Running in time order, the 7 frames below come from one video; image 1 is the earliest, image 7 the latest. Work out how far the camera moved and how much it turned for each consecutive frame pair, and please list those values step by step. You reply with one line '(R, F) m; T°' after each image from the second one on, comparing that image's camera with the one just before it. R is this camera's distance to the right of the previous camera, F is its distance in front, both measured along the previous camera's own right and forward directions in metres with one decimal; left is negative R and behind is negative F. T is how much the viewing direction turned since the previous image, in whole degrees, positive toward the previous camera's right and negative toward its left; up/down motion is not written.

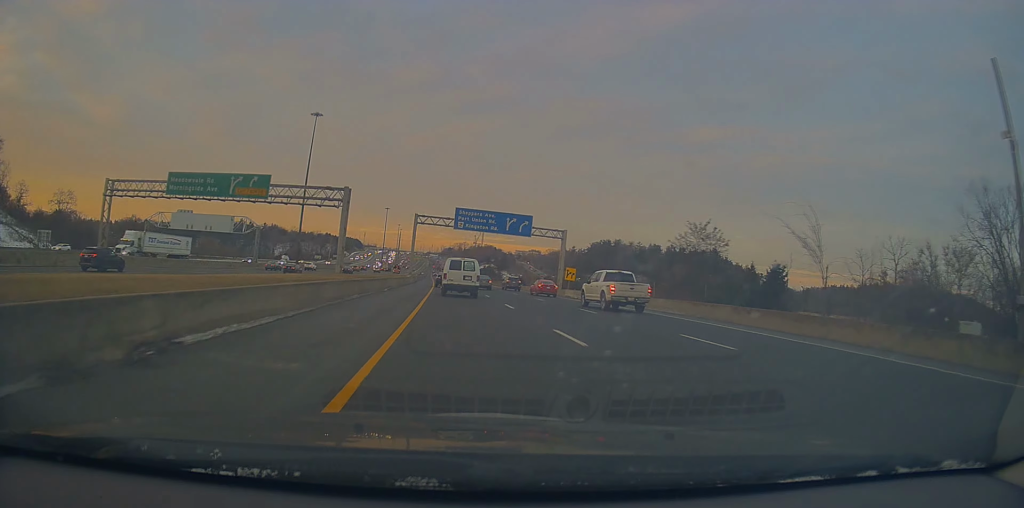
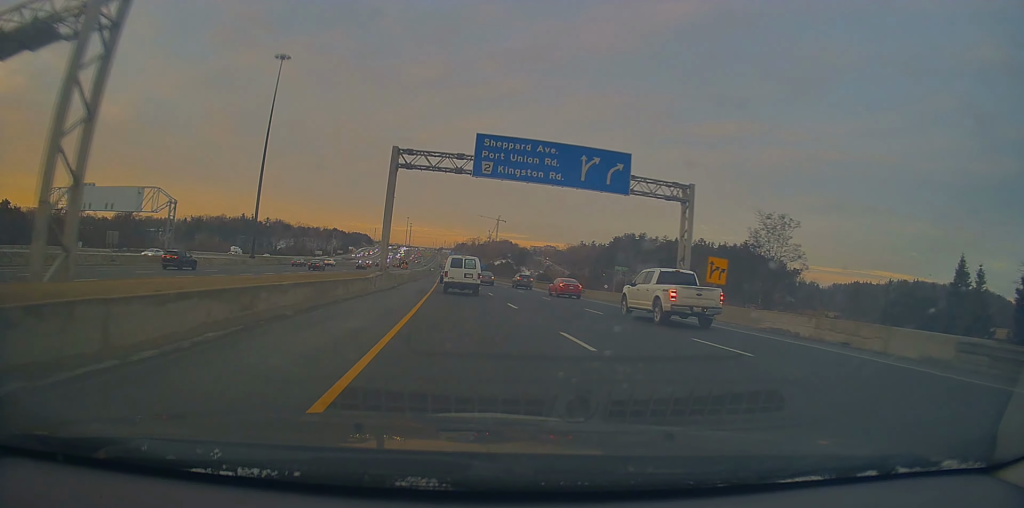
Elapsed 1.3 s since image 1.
(-0.6, +36.3) m; -2°
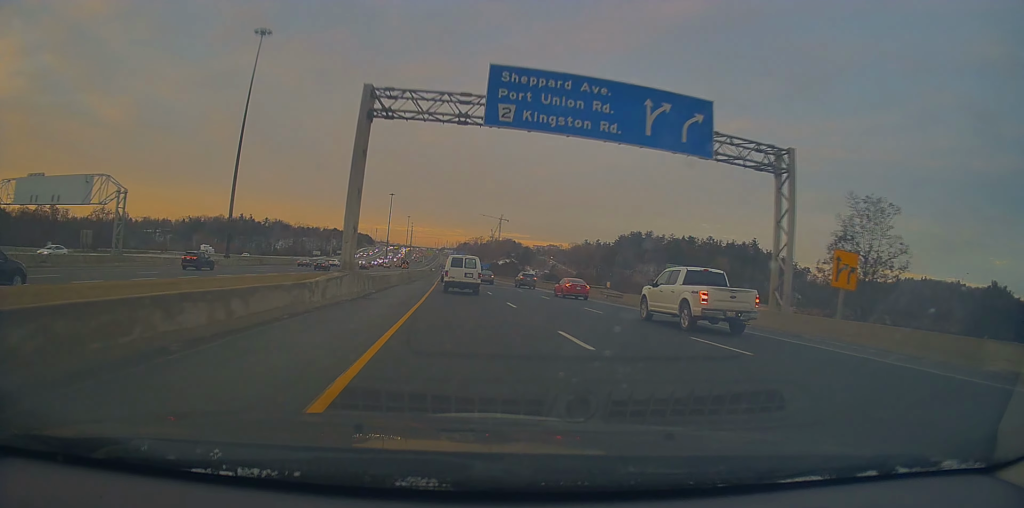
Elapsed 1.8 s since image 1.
(-0.2, +11.9) m; 0°
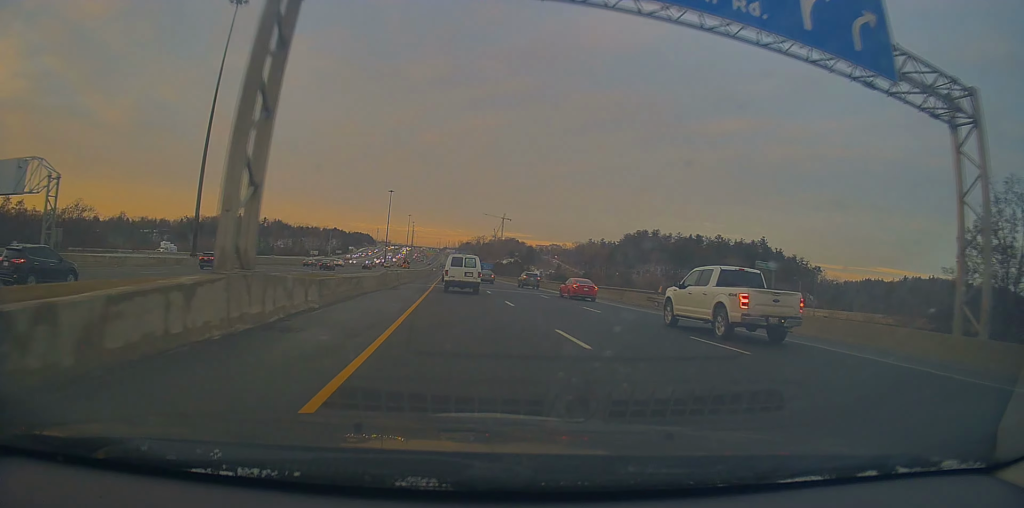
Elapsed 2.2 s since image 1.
(-0.1, +12.0) m; 0°
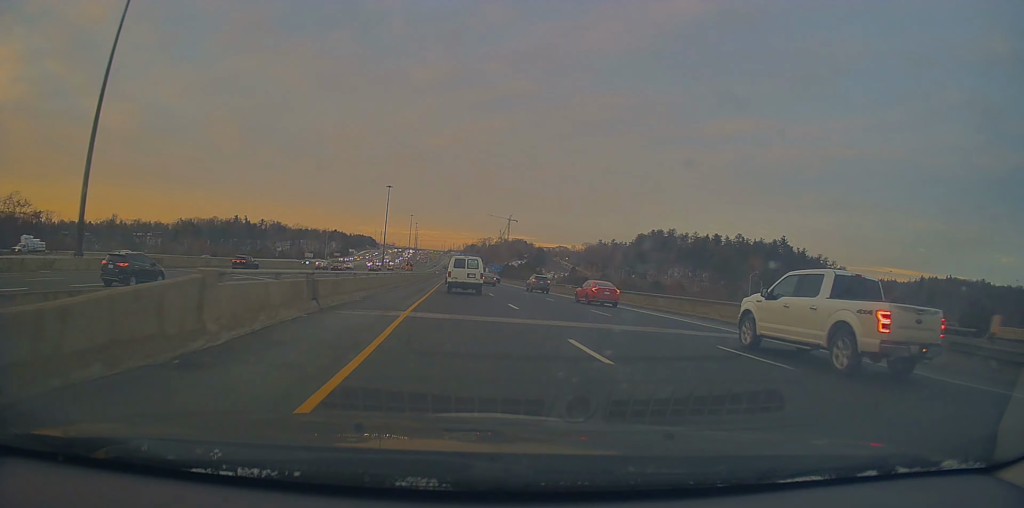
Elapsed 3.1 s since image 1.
(+0.2, +25.6) m; 0°
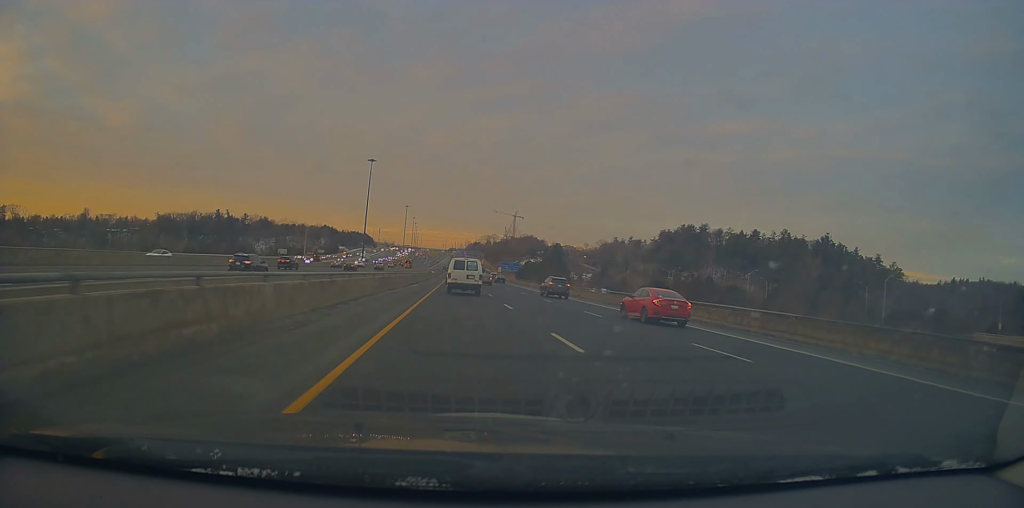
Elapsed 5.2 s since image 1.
(-1.7, +58.4) m; -2°
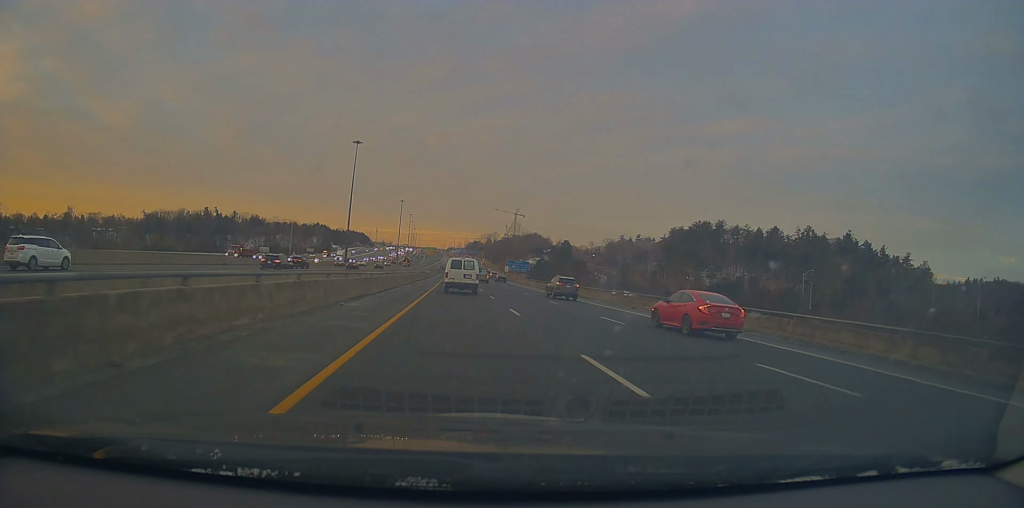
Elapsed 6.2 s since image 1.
(+0.6, +27.3) m; 0°
